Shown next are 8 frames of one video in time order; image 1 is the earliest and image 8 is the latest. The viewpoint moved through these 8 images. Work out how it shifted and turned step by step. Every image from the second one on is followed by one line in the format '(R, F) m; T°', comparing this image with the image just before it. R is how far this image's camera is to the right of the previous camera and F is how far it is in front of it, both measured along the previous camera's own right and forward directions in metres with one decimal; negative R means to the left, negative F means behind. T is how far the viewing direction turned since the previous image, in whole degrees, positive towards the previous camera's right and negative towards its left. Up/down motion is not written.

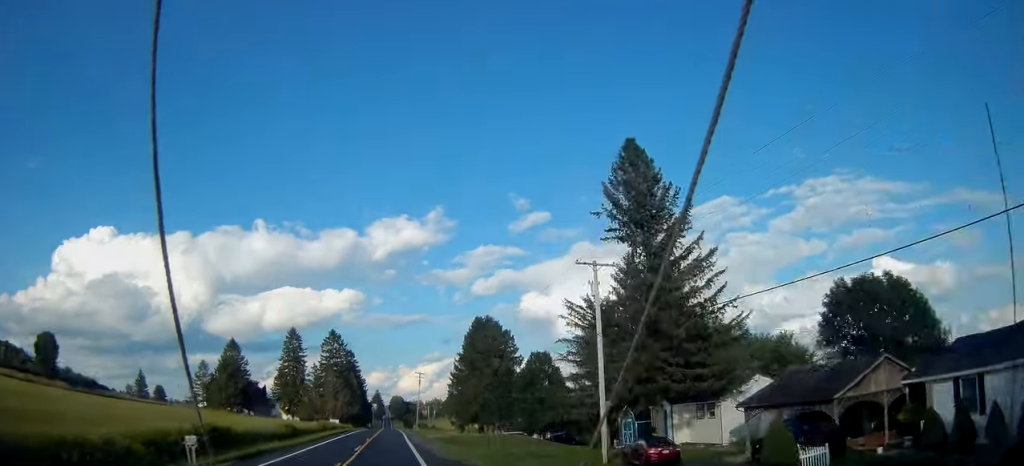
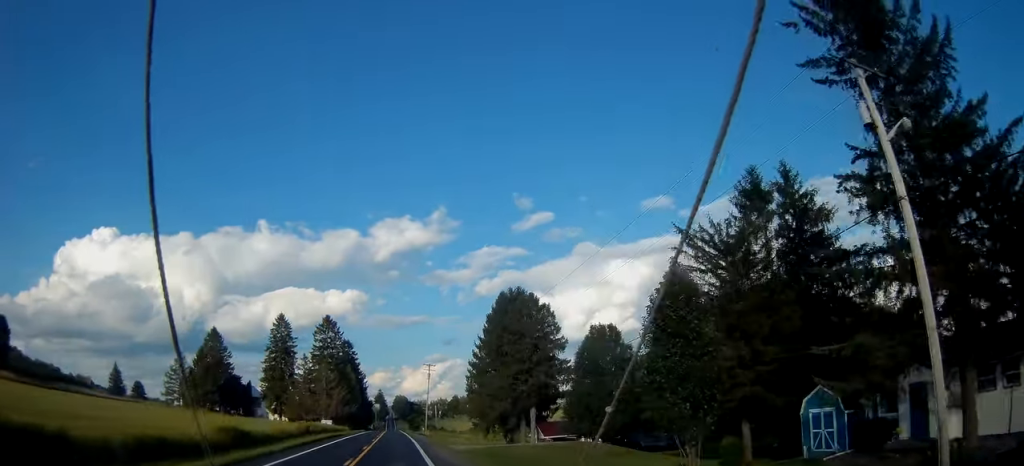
(-0.2, +22.4) m; -1°
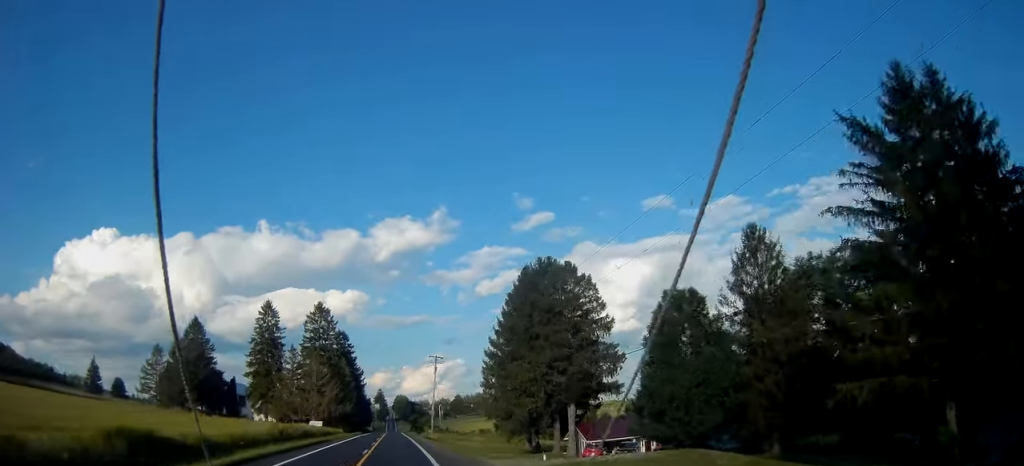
(-0.1, +15.8) m; 0°
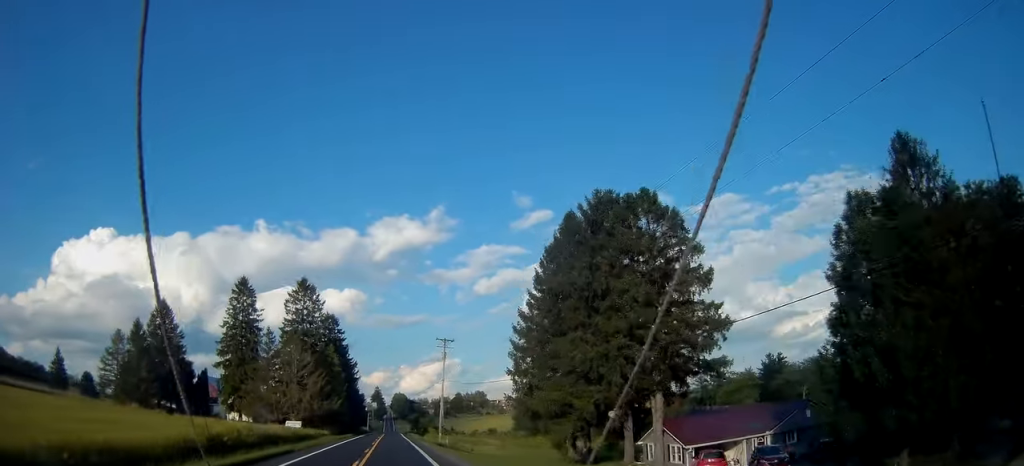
(+0.1, +19.9) m; 0°
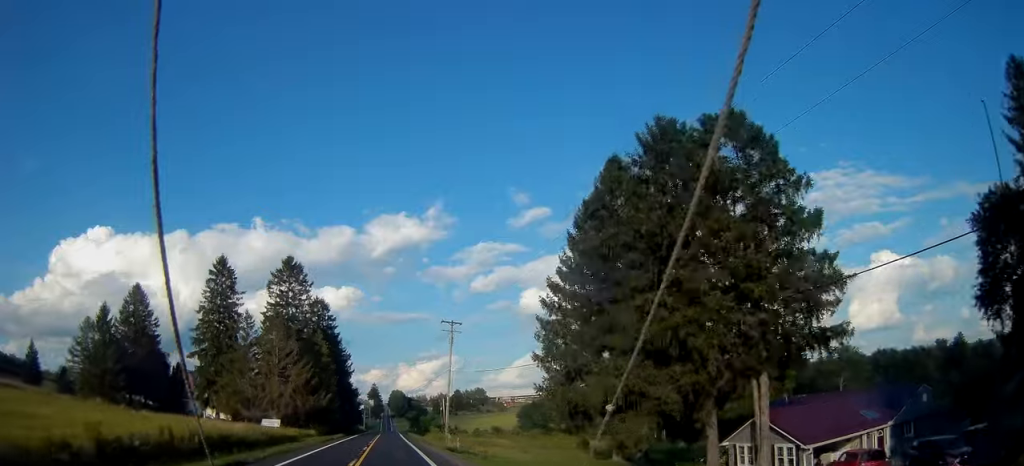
(0.0, +12.4) m; 0°
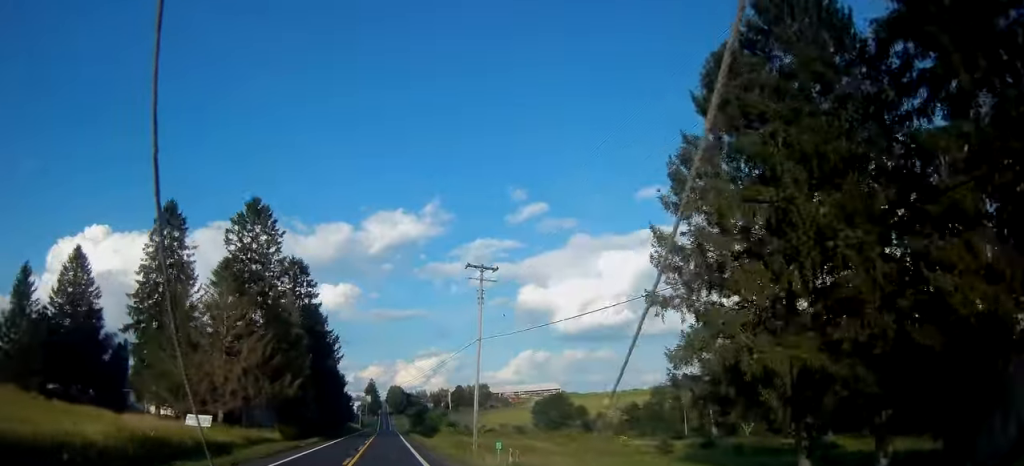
(0.0, +23.2) m; 0°
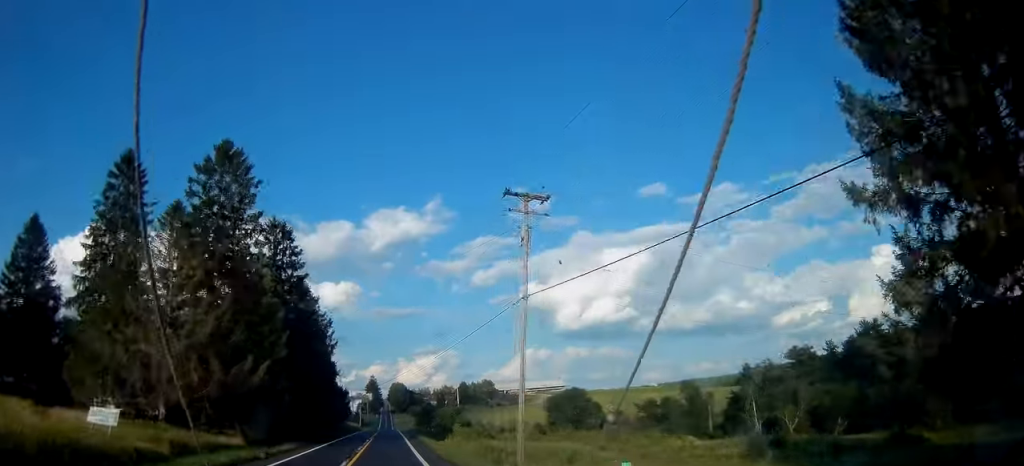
(0.0, +14.1) m; 0°
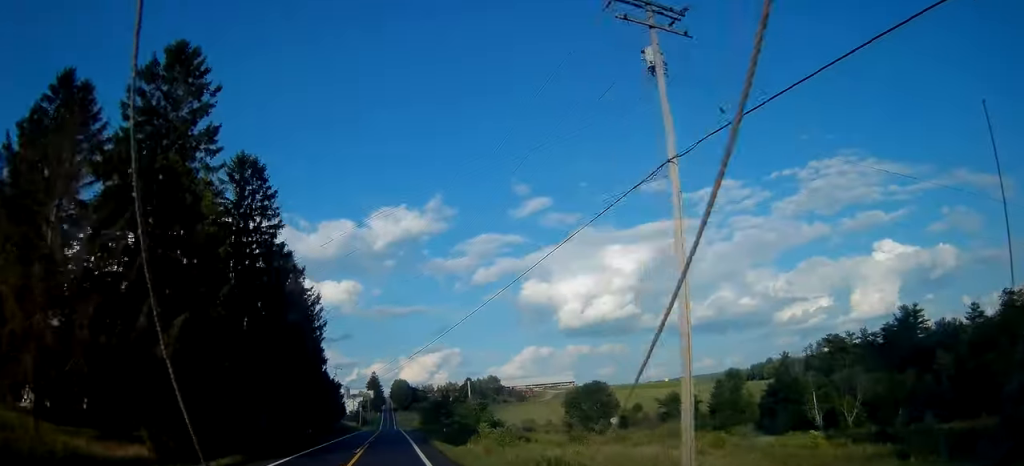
(0.0, +15.9) m; 0°
